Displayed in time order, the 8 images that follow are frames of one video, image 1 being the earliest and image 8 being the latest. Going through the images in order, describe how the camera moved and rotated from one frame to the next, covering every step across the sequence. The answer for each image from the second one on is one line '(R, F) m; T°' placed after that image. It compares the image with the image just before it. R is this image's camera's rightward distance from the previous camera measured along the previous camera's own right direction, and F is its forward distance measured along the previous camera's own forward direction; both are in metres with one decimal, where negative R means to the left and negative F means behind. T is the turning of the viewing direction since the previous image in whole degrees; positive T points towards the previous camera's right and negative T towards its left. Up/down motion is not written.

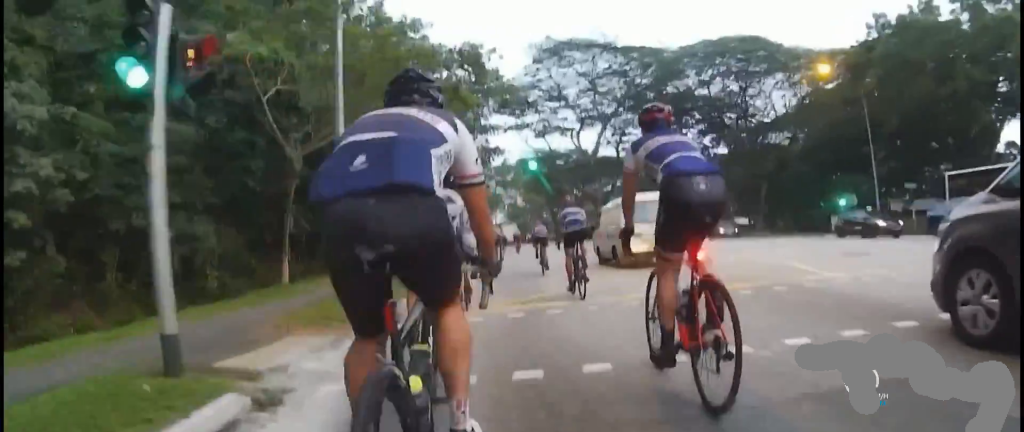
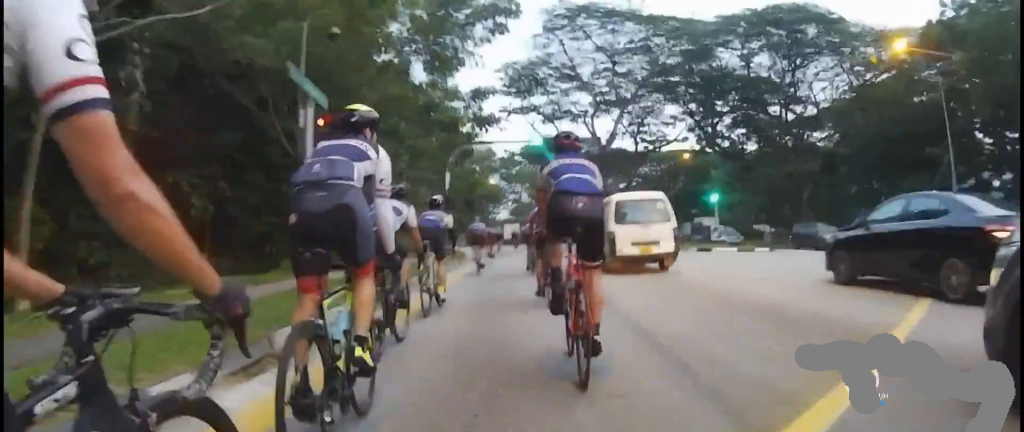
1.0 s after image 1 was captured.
(+0.4, +8.5) m; +1°
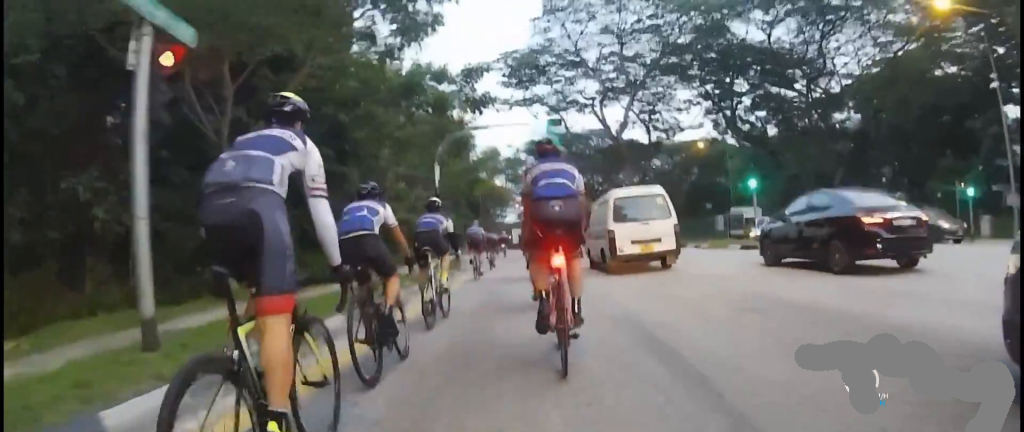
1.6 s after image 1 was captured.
(+0.2, +4.5) m; -2°
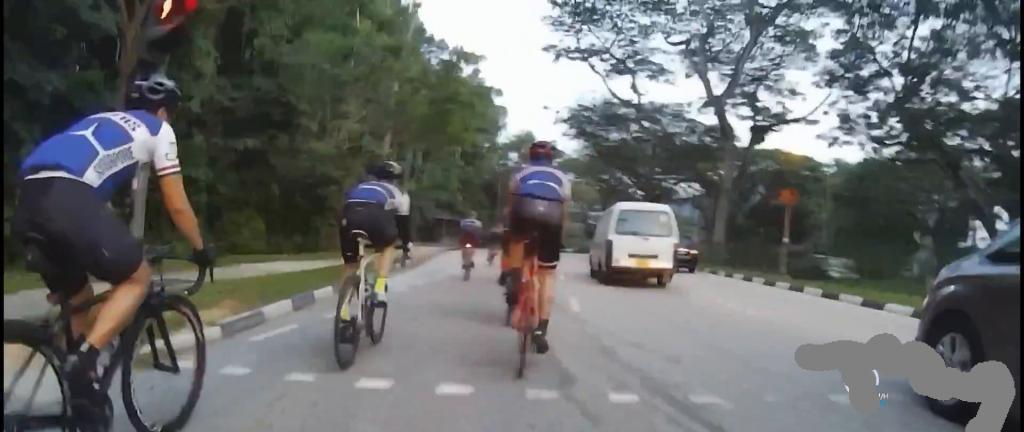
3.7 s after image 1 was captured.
(-2.8, +17.9) m; -6°
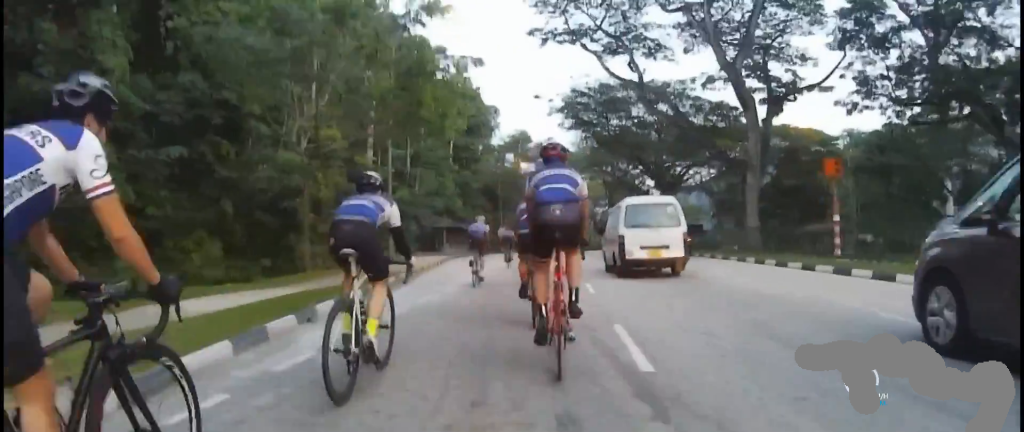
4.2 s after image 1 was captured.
(+0.8, +3.7) m; 0°
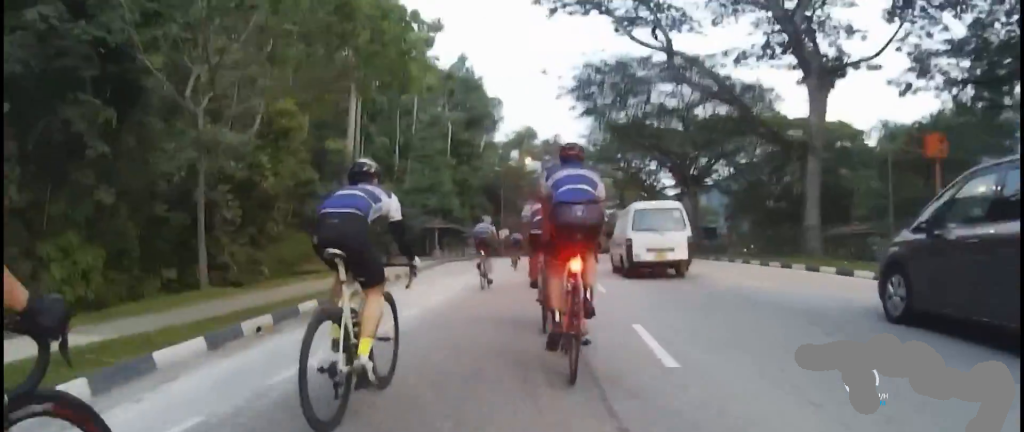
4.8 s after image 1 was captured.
(-0.3, +5.7) m; -1°
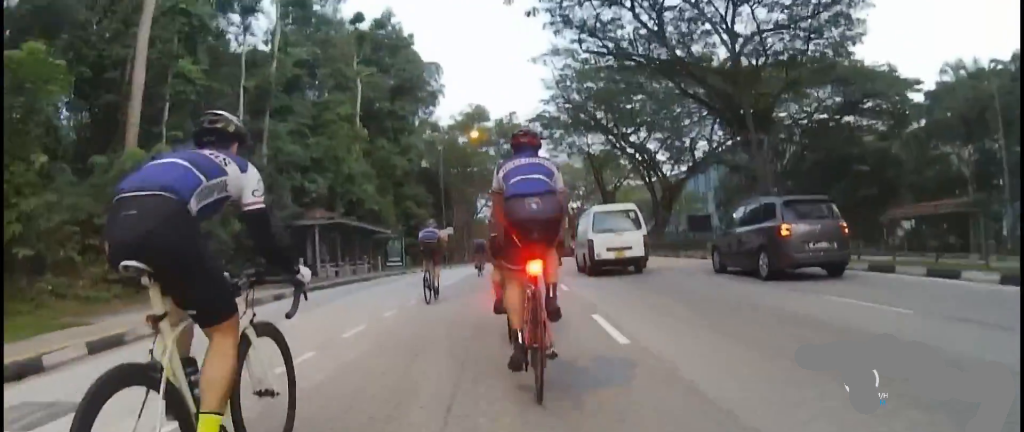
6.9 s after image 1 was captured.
(+1.1, +17.0) m; +8°
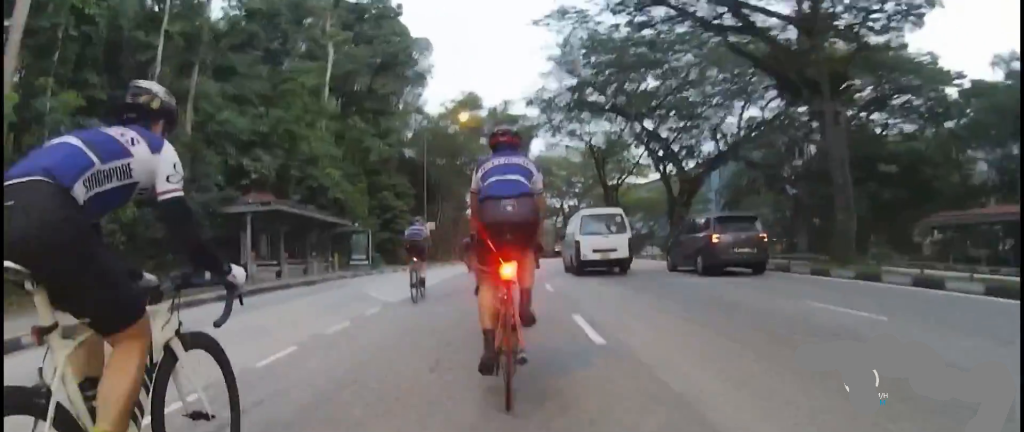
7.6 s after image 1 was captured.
(-0.2, +5.8) m; -1°
